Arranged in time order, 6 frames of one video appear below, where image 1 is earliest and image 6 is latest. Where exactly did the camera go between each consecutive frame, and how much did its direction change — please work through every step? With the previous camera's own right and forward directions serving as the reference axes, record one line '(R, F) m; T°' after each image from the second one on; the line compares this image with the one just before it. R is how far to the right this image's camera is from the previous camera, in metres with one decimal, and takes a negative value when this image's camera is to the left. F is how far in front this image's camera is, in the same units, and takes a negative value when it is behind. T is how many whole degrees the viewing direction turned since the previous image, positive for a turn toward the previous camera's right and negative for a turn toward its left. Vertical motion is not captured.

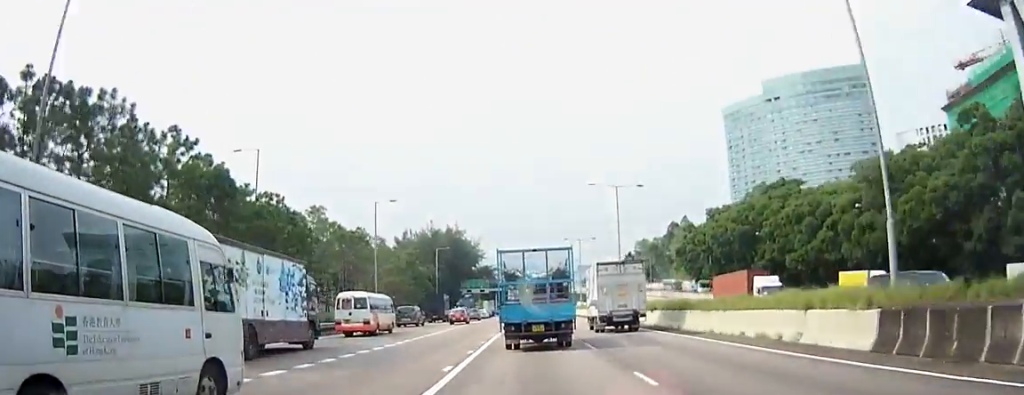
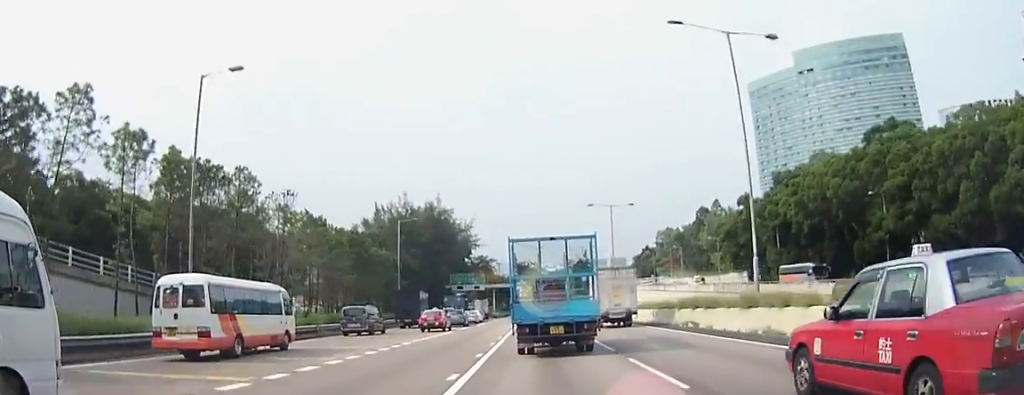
(-0.9, +37.6) m; -1°
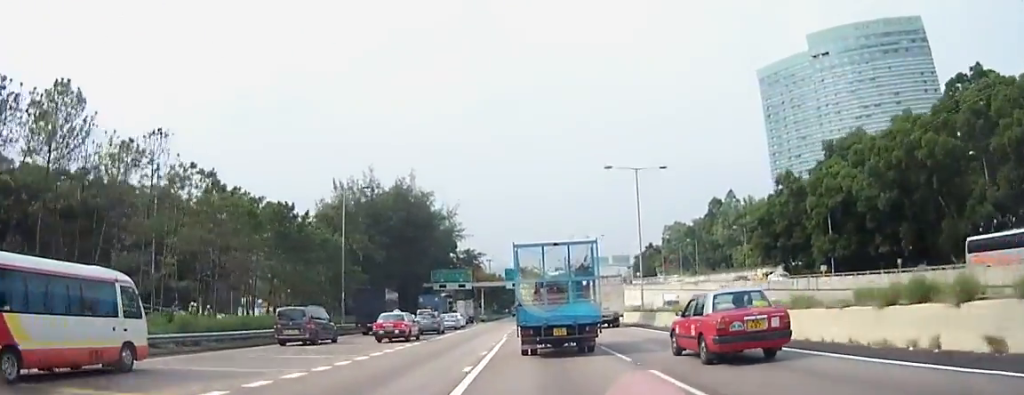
(0.0, +21.3) m; 0°
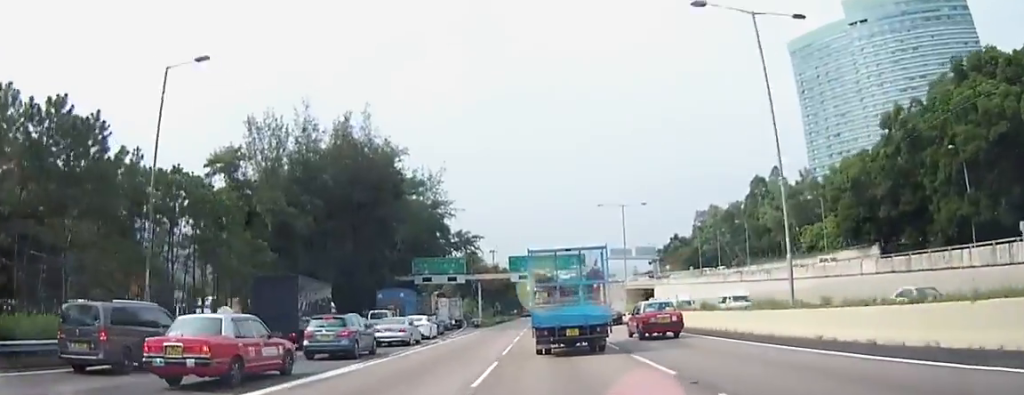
(-0.6, +30.6) m; -2°
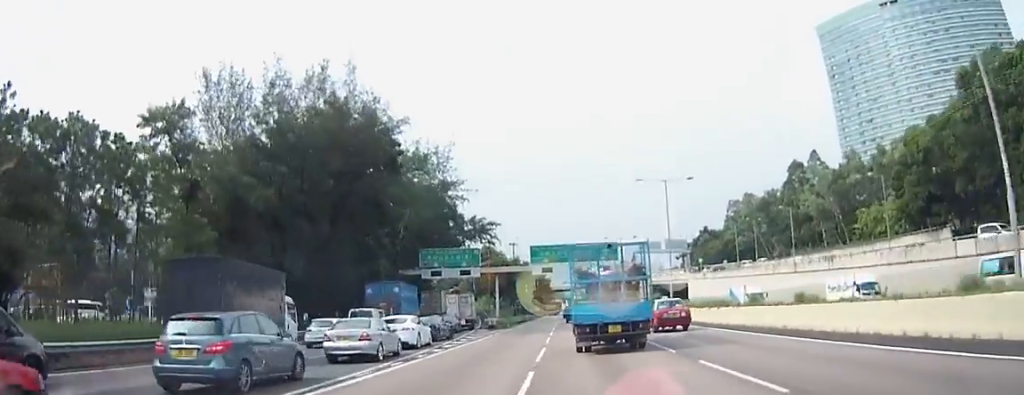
(-0.1, +12.8) m; -1°
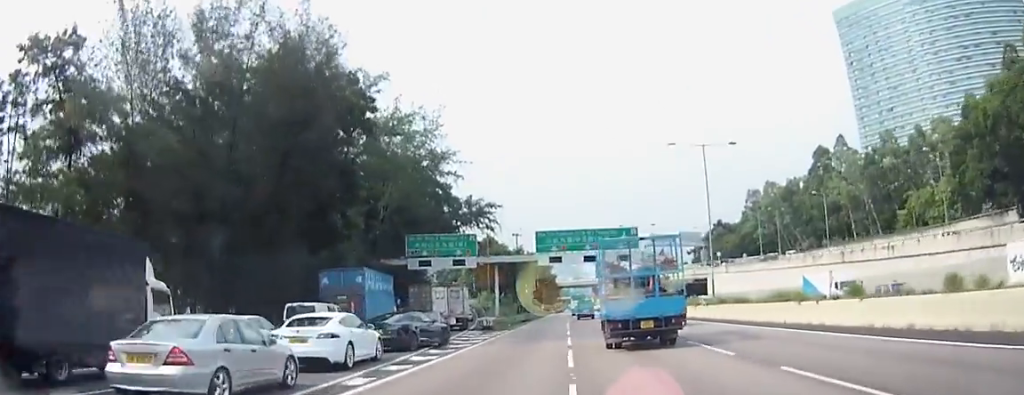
(0.0, +12.9) m; 0°
